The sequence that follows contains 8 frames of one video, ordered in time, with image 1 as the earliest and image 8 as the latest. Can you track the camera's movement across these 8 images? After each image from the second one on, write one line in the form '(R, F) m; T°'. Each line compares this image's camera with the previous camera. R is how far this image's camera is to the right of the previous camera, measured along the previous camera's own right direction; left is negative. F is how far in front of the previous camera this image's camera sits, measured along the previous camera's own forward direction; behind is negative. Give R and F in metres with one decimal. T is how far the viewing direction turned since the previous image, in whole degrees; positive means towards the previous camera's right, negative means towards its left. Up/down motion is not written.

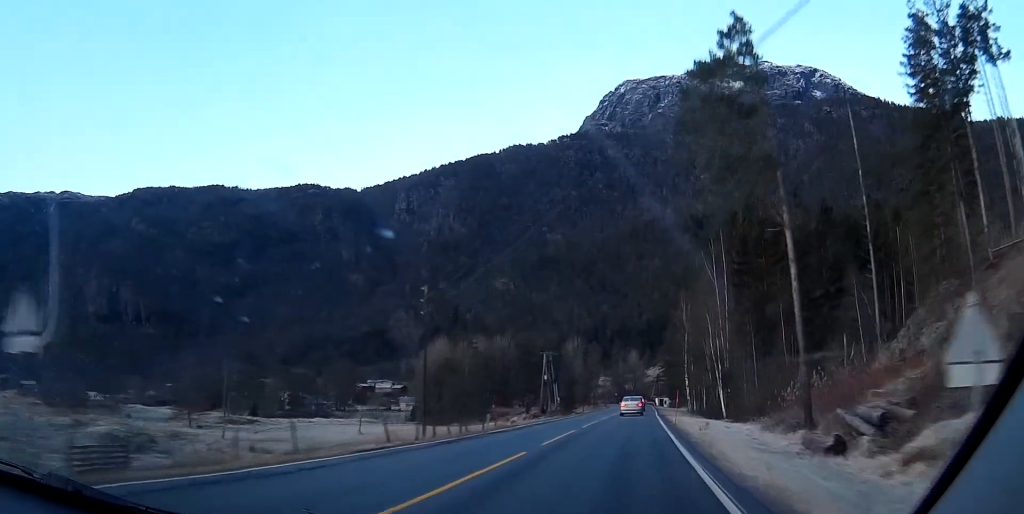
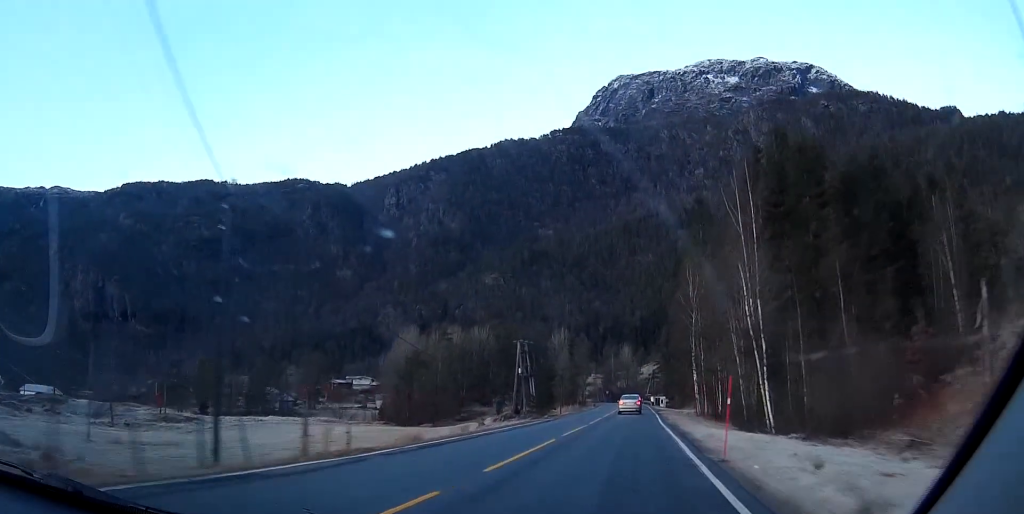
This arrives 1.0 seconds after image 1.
(+0.4, +18.5) m; +2°
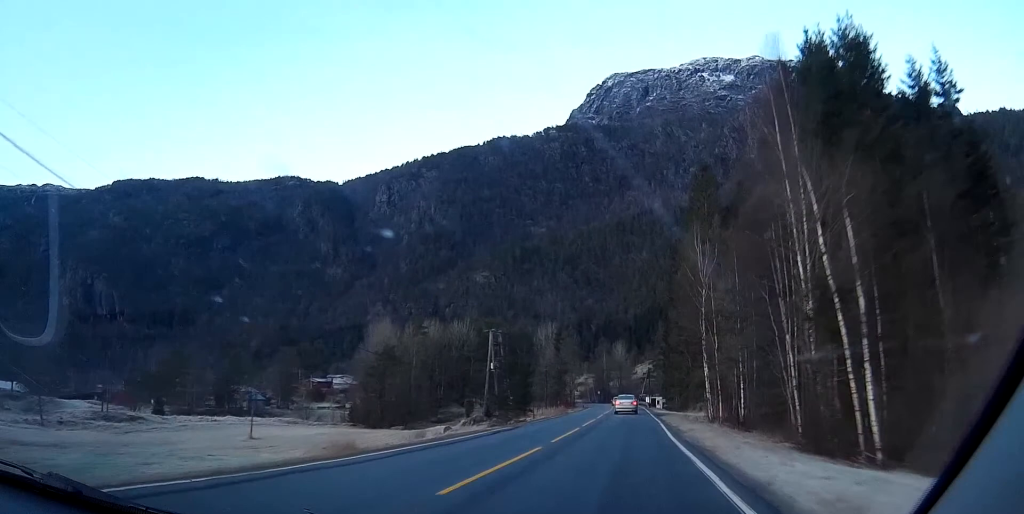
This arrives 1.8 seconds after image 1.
(+0.1, +14.3) m; +1°
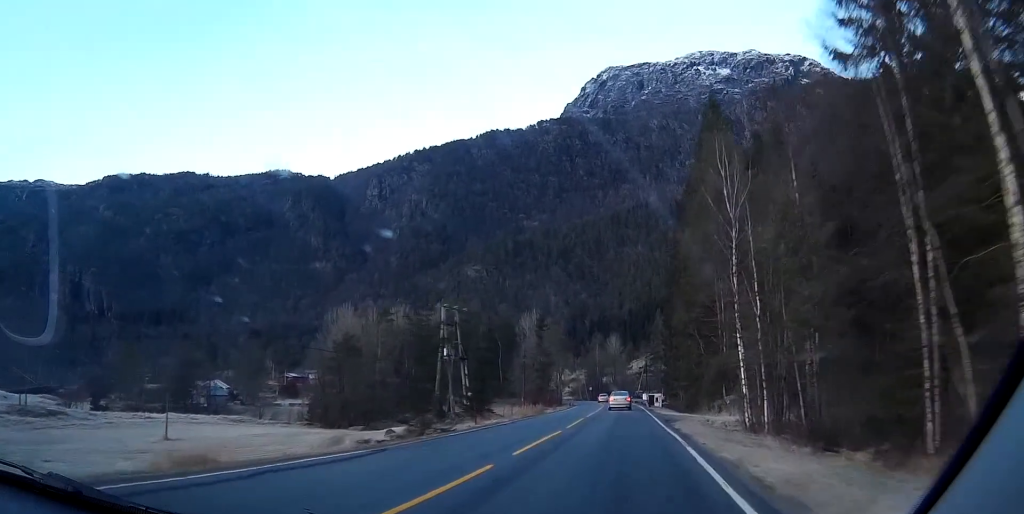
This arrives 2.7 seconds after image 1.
(+0.1, +18.0) m; 0°
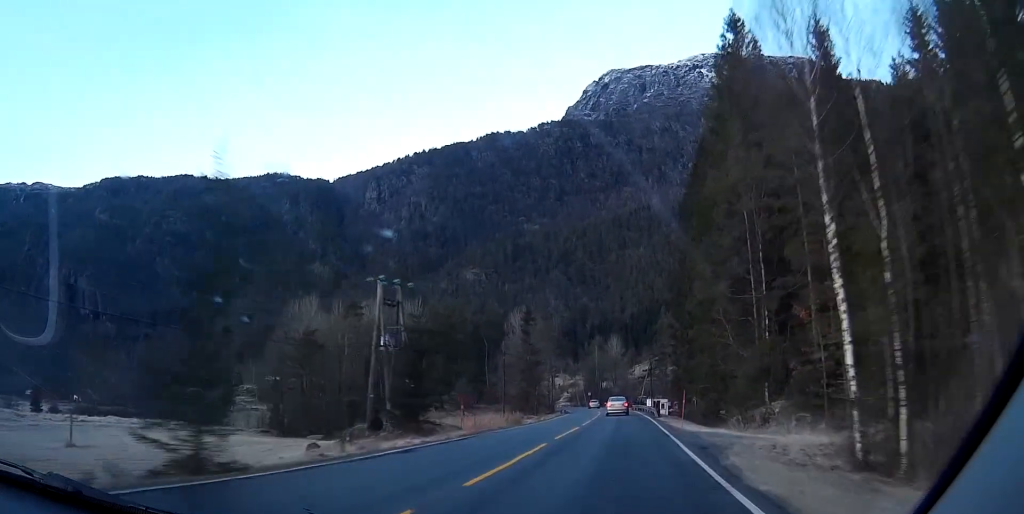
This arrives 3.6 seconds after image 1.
(+0.1, +16.1) m; 0°
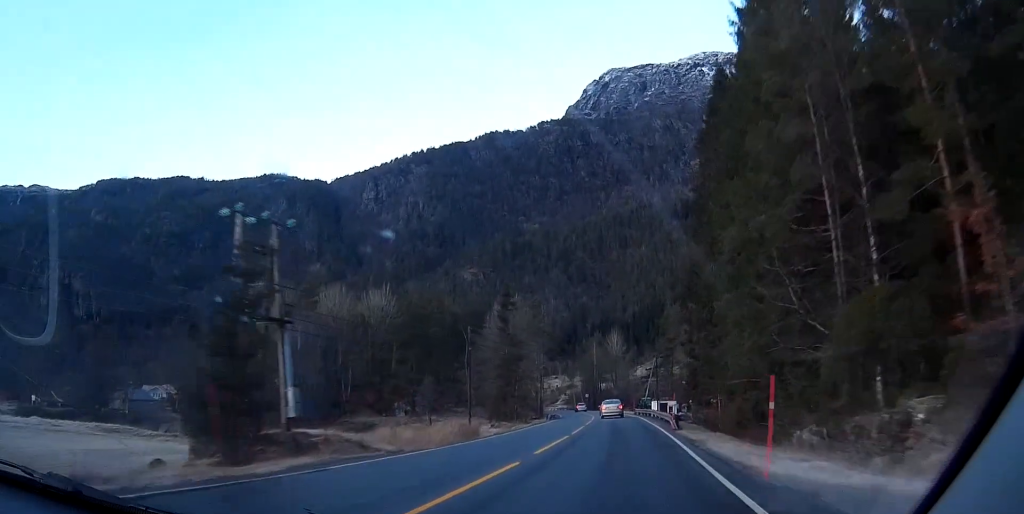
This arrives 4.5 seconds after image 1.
(-0.2, +17.4) m; 0°
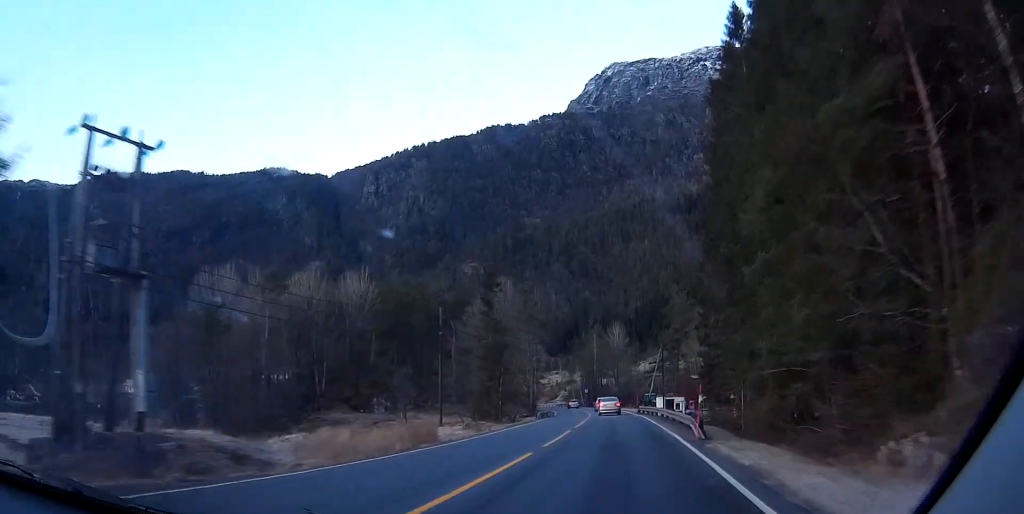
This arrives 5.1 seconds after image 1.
(+0.1, +9.9) m; +1°
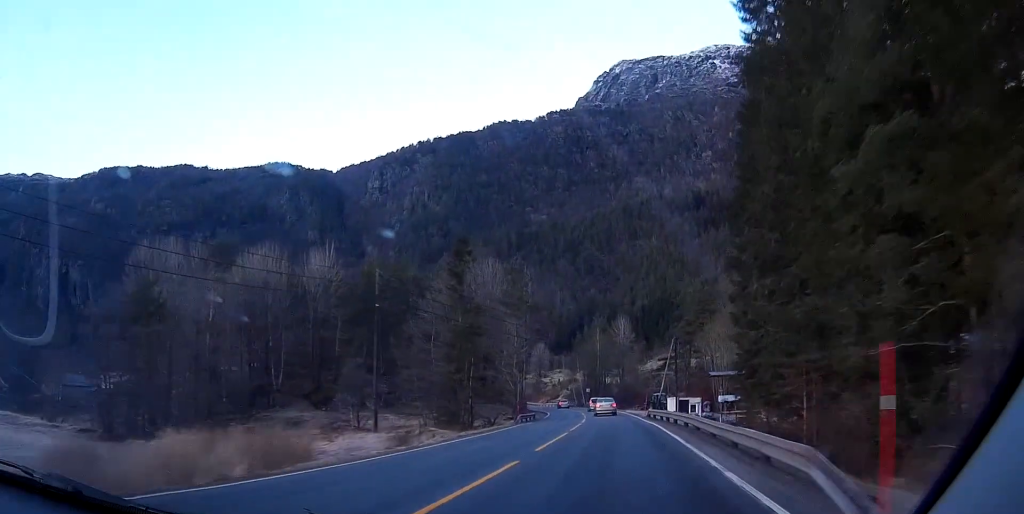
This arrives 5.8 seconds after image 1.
(+0.1, +14.3) m; 0°
